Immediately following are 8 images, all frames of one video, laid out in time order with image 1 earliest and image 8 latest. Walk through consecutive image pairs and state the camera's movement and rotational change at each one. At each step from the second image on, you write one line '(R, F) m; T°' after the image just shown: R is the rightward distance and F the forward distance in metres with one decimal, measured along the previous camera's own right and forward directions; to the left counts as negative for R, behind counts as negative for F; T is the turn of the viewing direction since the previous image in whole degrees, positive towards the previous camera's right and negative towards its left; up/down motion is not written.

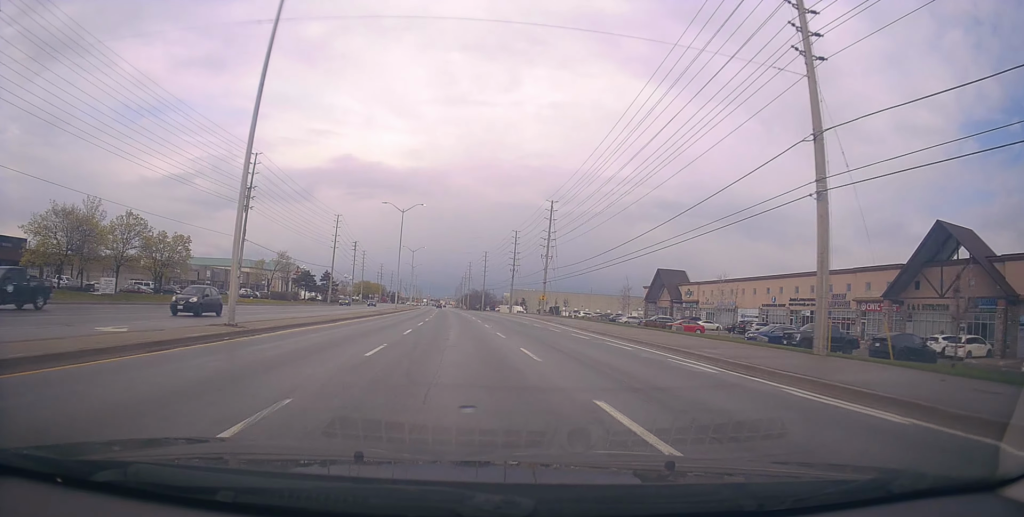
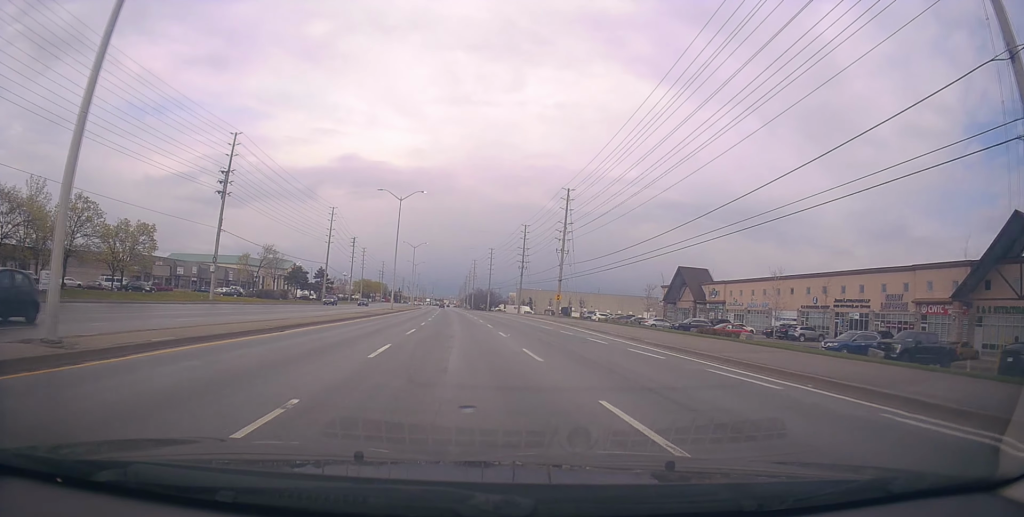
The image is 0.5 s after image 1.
(+0.1, +8.6) m; 0°
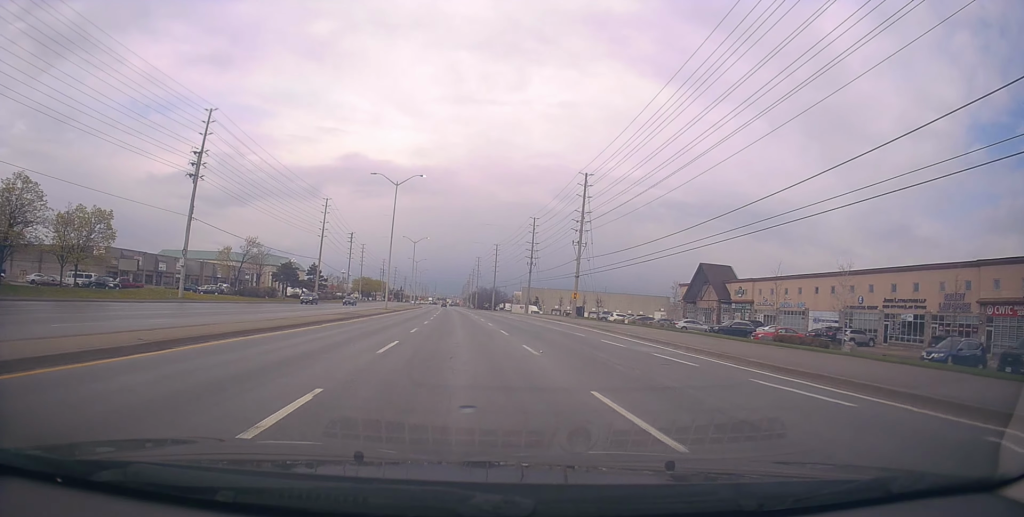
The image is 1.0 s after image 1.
(0.0, +8.3) m; -1°
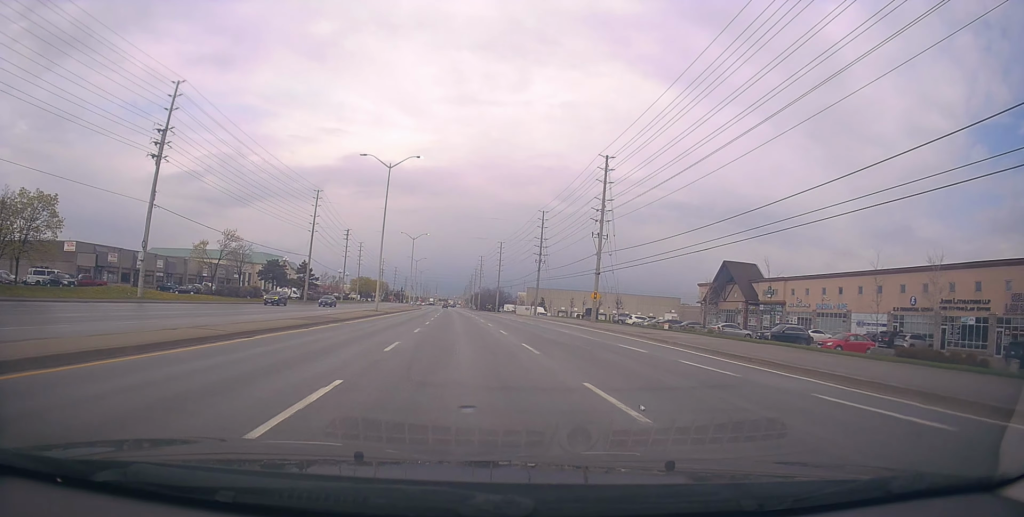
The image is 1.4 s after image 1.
(+0.1, +8.6) m; -1°
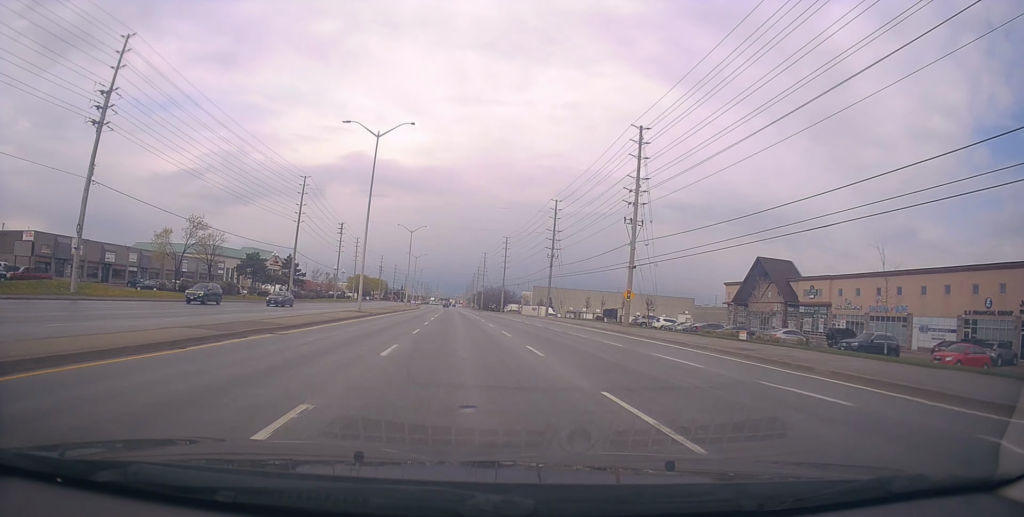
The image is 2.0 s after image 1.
(-0.2, +10.0) m; -1°
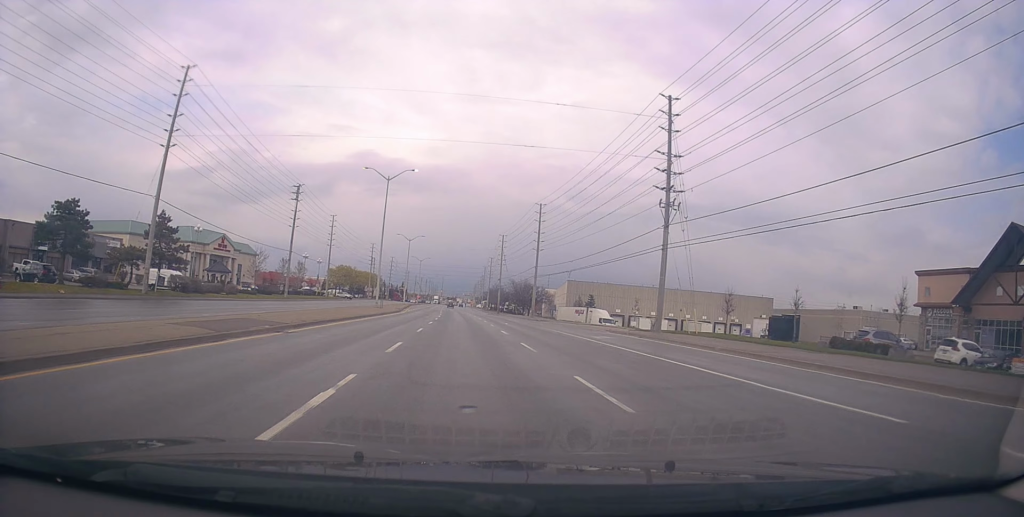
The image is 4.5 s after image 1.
(-1.0, +43.3) m; -3°
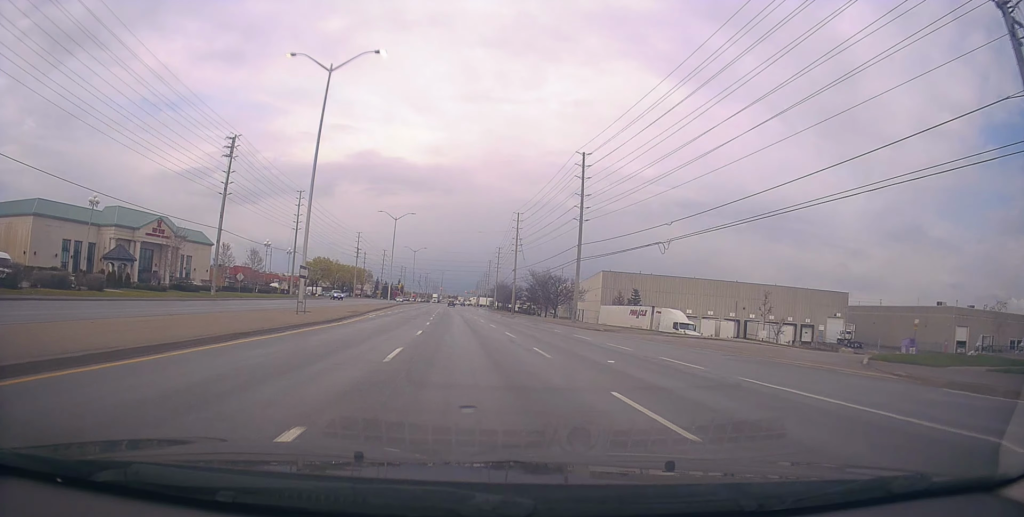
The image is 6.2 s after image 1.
(+0.5, +29.2) m; +1°
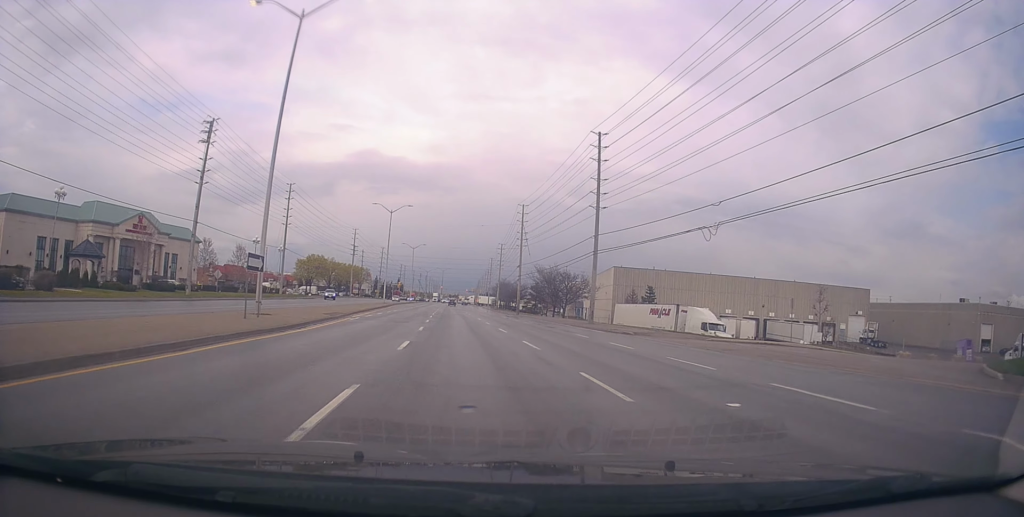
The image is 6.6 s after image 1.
(0.0, +6.9) m; 0°
